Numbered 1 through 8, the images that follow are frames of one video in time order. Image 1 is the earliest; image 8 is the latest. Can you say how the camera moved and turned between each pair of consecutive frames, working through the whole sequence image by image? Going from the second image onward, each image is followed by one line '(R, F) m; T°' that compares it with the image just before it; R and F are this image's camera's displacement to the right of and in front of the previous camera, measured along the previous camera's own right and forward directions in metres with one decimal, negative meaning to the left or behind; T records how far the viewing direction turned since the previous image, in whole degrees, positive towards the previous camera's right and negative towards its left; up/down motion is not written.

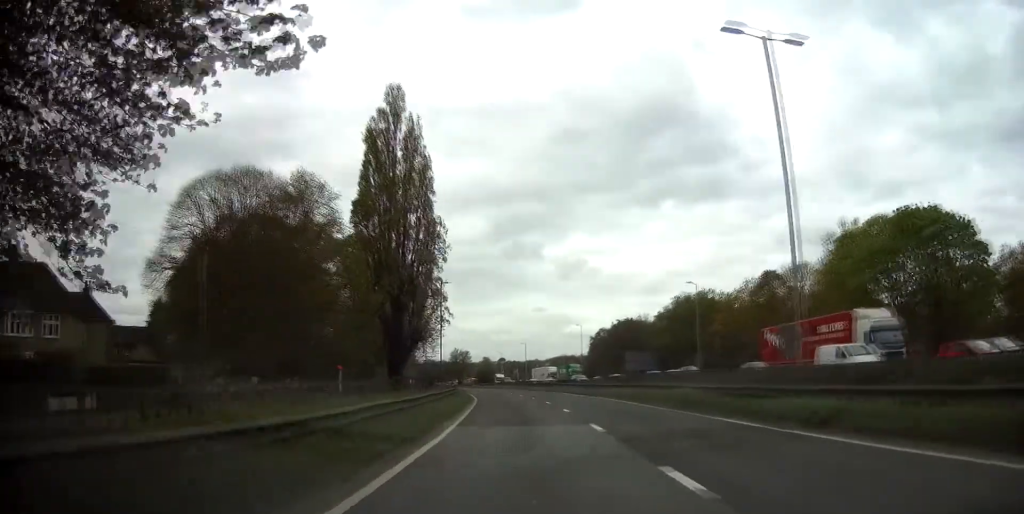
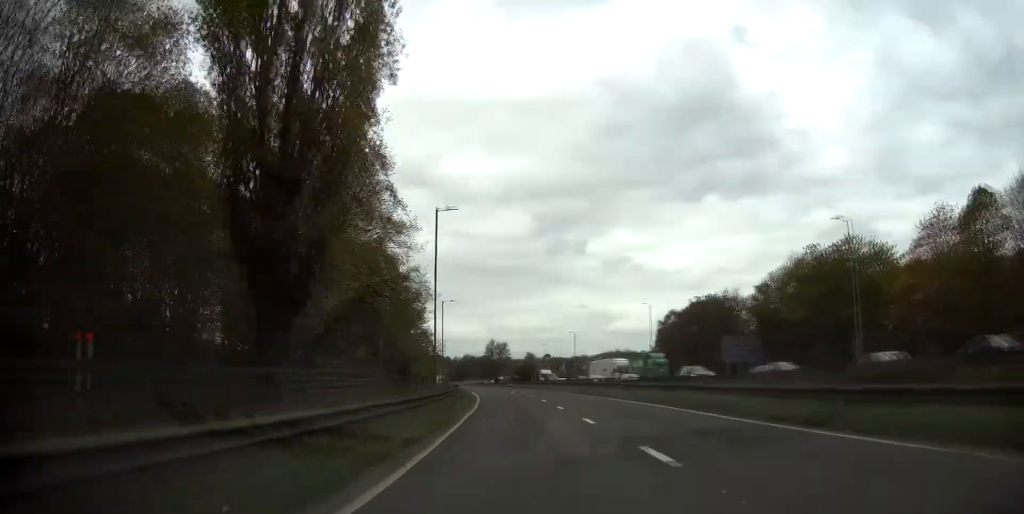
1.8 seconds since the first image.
(-0.7, +31.8) m; -3°
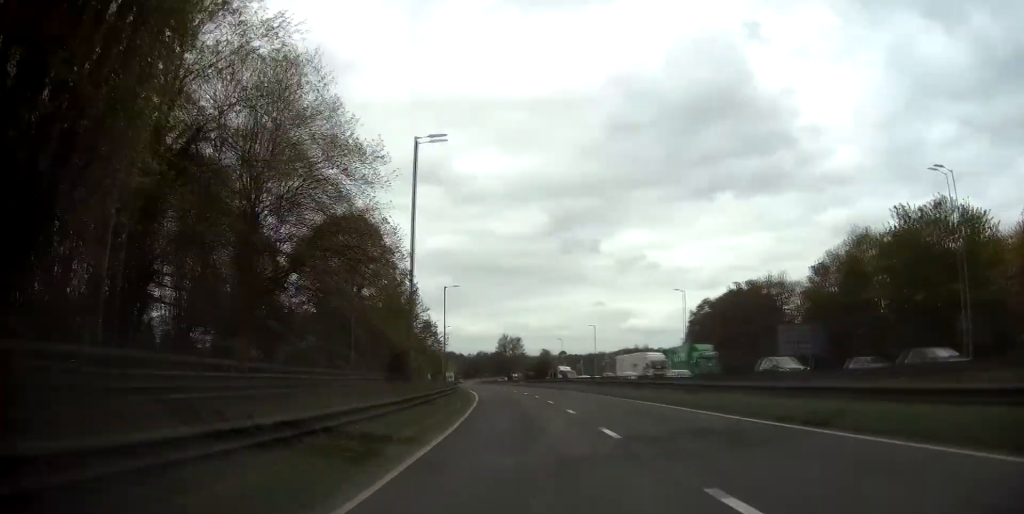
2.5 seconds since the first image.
(-0.3, +13.1) m; -2°
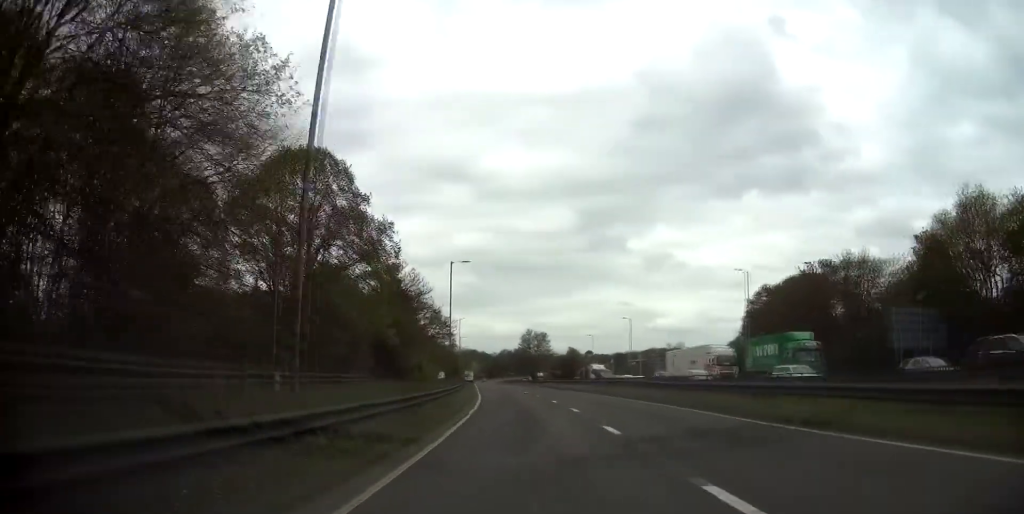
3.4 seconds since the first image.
(-0.5, +16.8) m; -2°
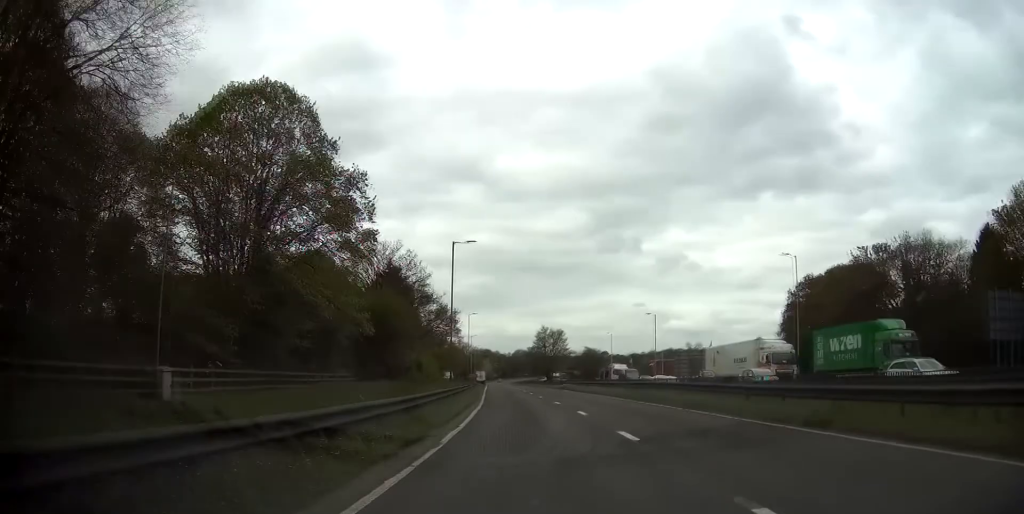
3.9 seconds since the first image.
(-0.1, +9.8) m; -1°
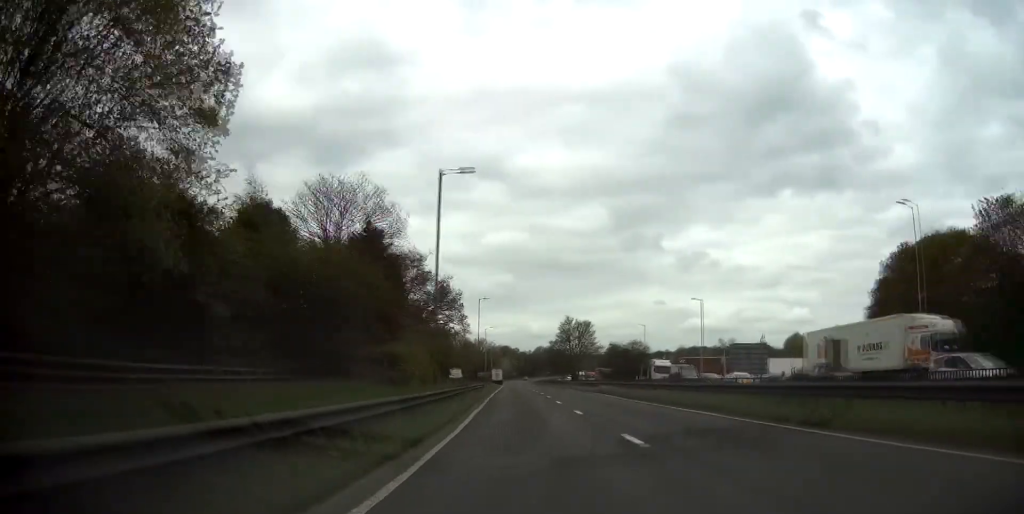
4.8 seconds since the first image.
(0.0, +18.5) m; -1°
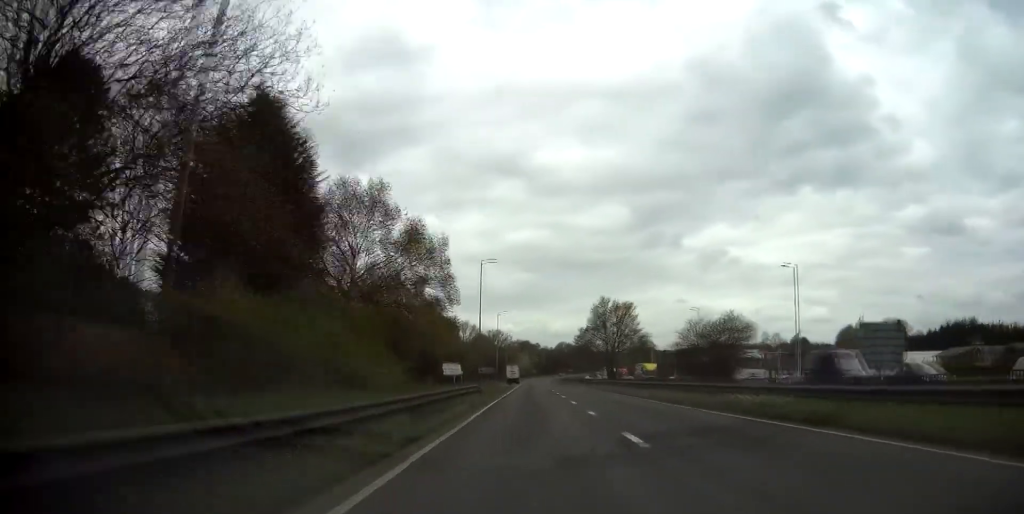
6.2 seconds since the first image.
(-0.9, +28.3) m; -3°
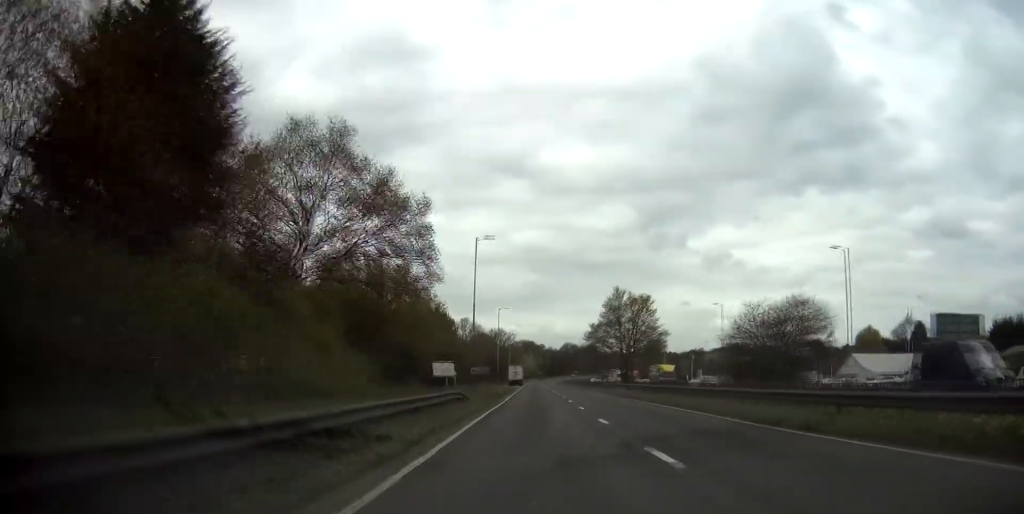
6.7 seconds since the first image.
(-0.1, +10.8) m; 0°
